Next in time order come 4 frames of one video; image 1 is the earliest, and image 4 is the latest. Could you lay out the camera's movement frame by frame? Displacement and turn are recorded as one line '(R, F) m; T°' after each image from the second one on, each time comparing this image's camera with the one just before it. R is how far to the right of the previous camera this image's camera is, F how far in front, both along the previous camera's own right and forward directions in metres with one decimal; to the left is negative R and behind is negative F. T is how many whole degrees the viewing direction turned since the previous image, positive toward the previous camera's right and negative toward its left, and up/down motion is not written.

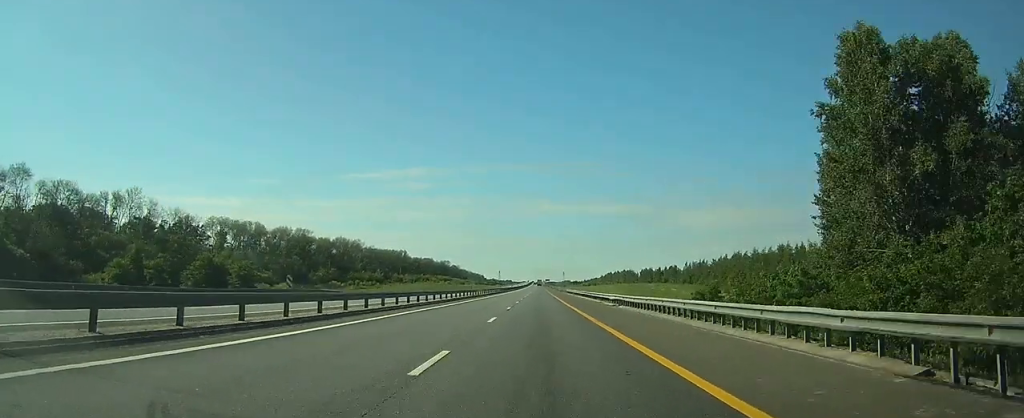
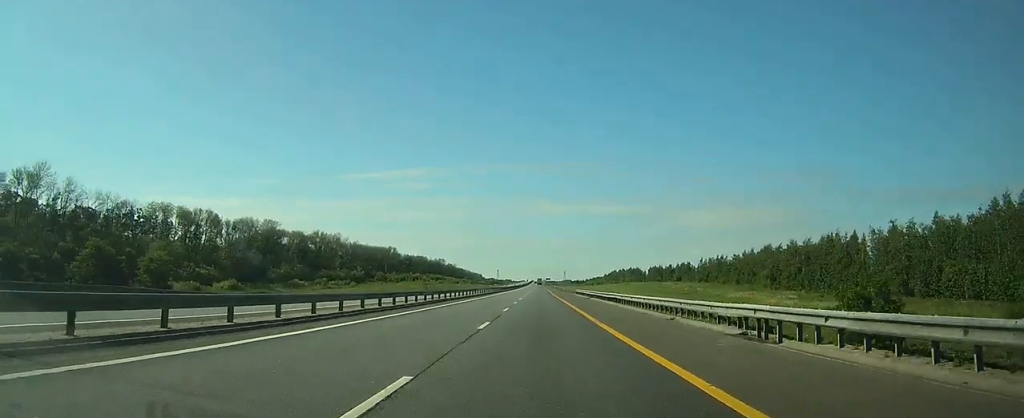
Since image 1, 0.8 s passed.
(-0.1, +27.5) m; 0°
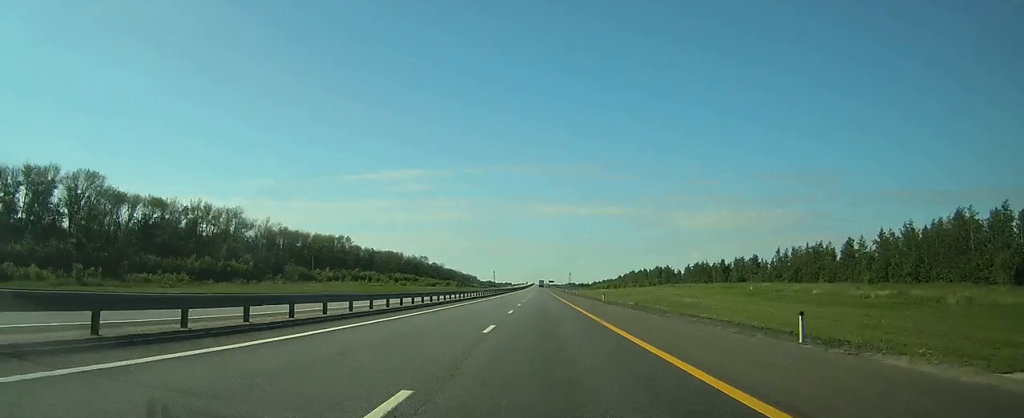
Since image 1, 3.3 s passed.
(0.0, +86.5) m; 0°
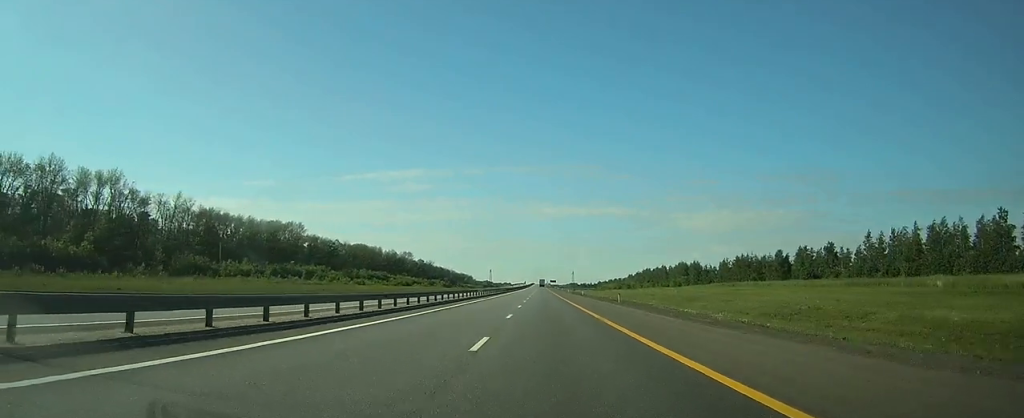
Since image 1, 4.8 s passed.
(-0.1, +53.4) m; 0°
